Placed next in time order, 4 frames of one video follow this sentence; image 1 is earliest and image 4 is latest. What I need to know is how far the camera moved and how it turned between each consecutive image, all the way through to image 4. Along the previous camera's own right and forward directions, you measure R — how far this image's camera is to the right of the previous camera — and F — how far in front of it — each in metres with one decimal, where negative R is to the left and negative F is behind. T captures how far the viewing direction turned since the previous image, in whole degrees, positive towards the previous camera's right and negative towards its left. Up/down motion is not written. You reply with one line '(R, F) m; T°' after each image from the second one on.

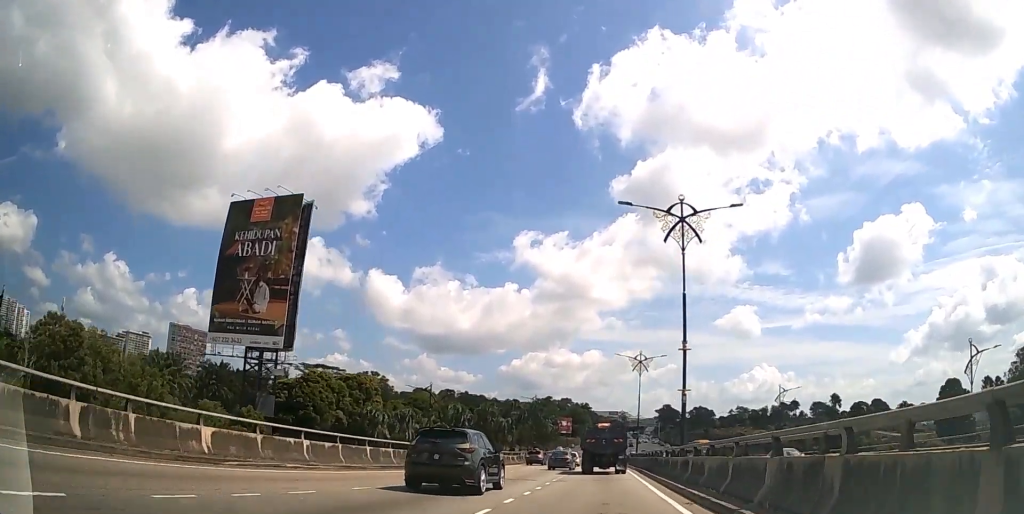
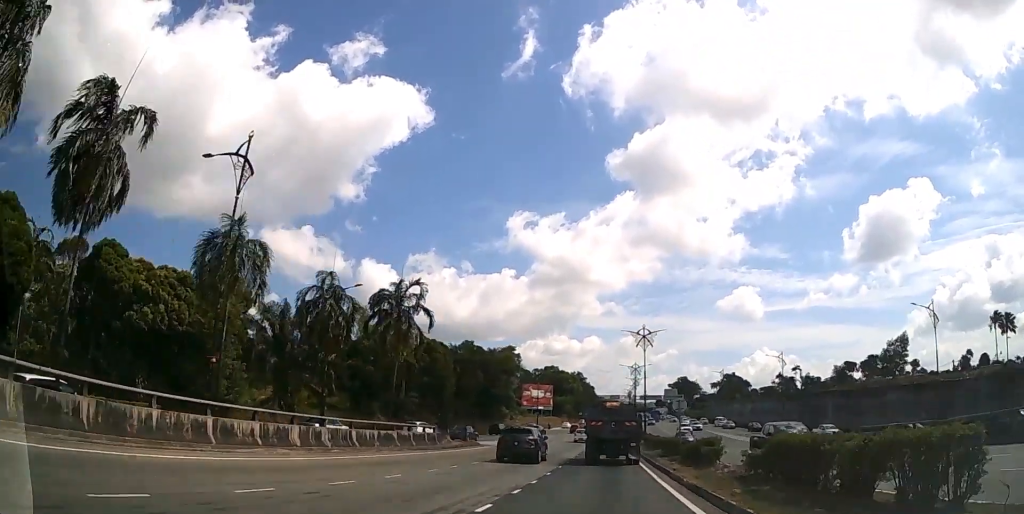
(-0.2, +94.5) m; 0°
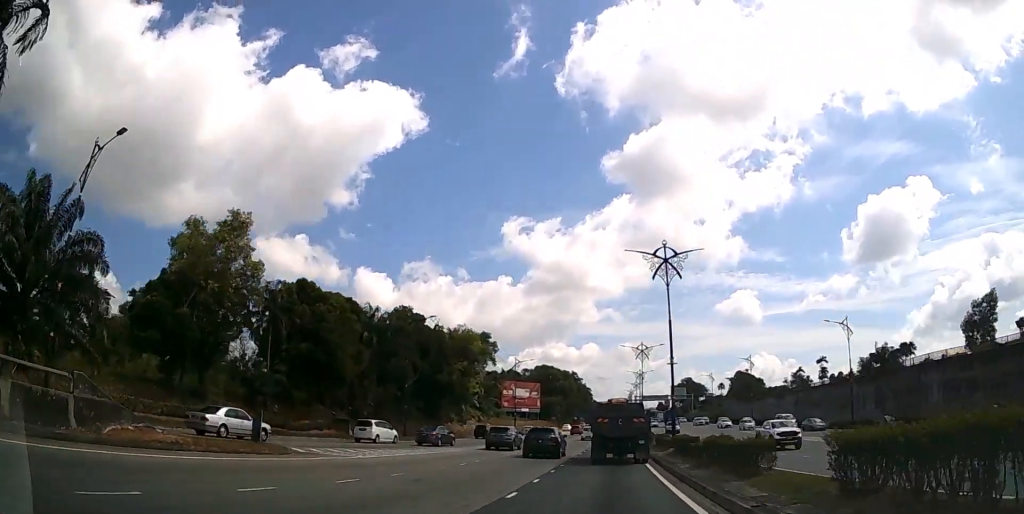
(+0.1, +27.6) m; 0°
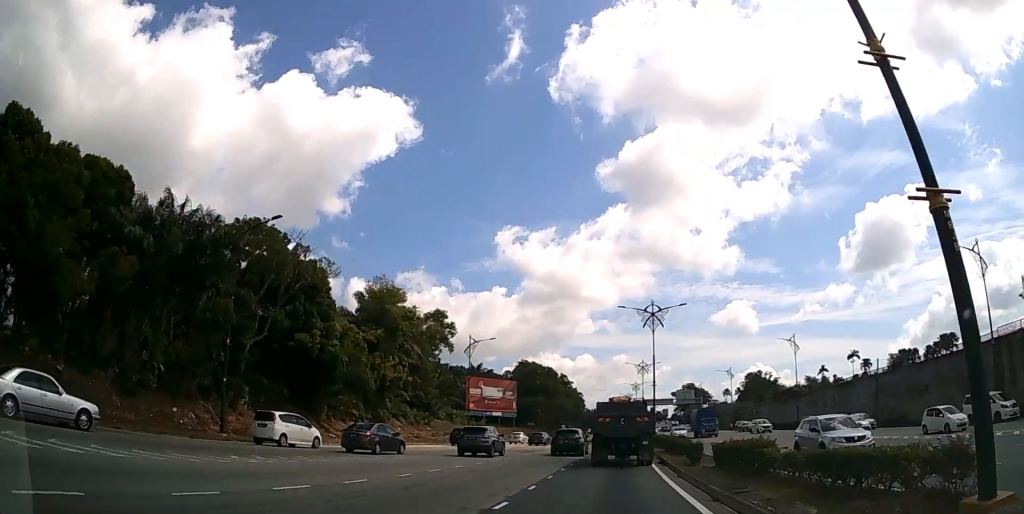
(+0.1, +29.0) m; +1°
